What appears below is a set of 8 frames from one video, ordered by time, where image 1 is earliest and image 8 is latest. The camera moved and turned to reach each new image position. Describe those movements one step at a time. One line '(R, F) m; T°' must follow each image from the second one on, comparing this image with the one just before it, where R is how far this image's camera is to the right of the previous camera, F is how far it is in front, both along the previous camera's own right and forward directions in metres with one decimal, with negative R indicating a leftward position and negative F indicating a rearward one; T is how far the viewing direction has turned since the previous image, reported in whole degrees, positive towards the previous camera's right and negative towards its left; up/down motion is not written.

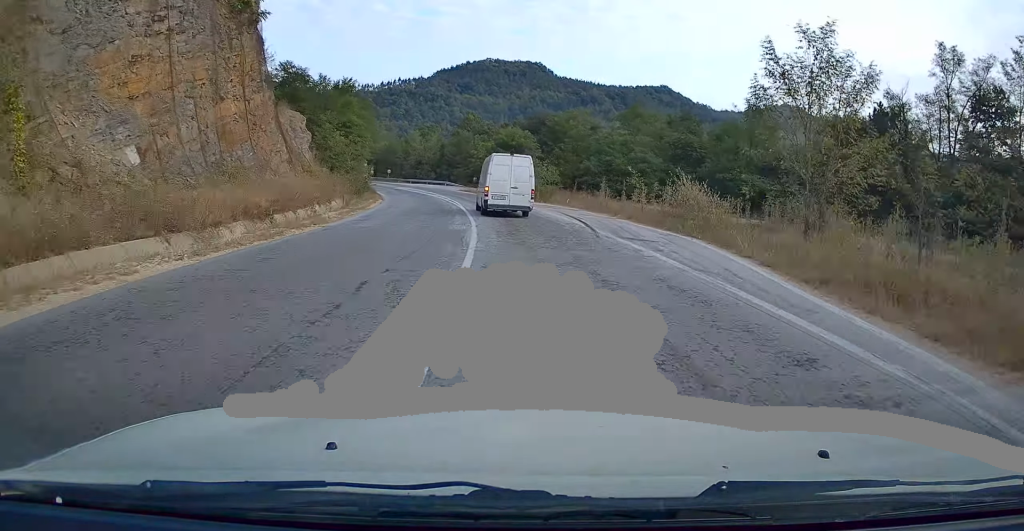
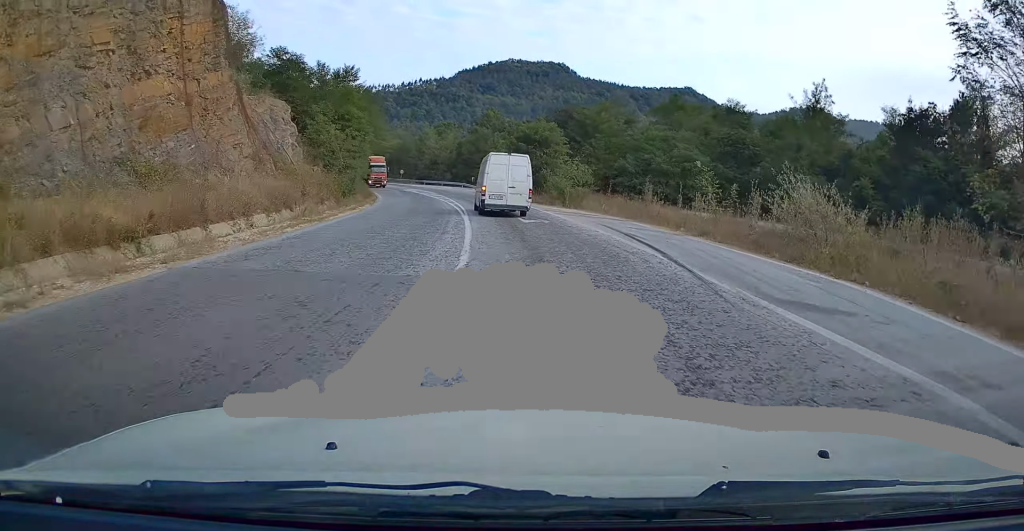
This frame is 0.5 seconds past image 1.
(-0.2, +9.6) m; -3°
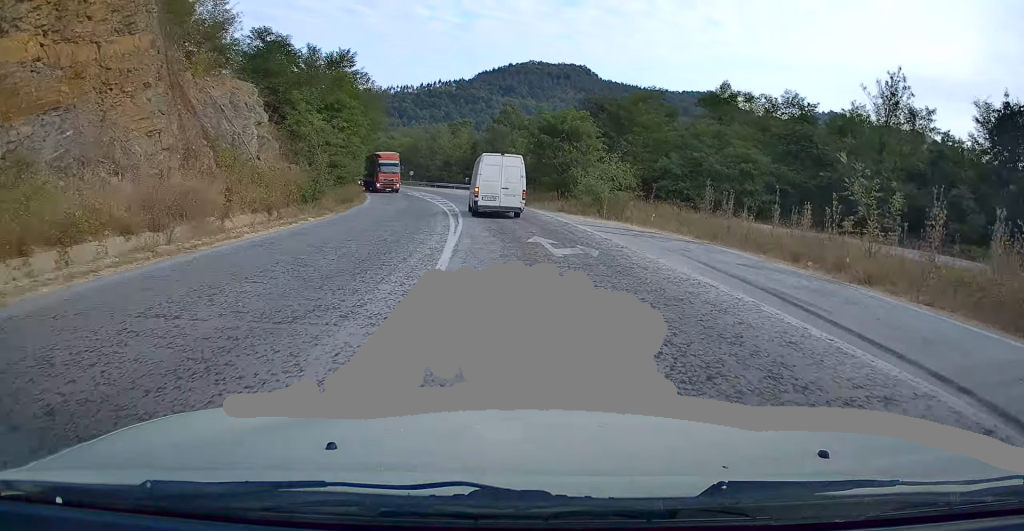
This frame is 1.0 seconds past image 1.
(-0.3, +10.1) m; -2°
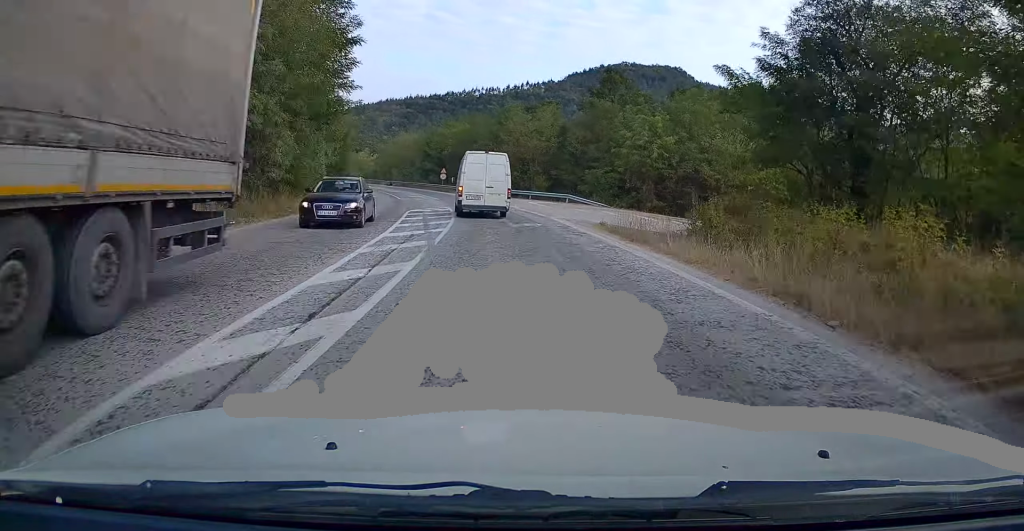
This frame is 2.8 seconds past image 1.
(-1.8, +36.6) m; -6°
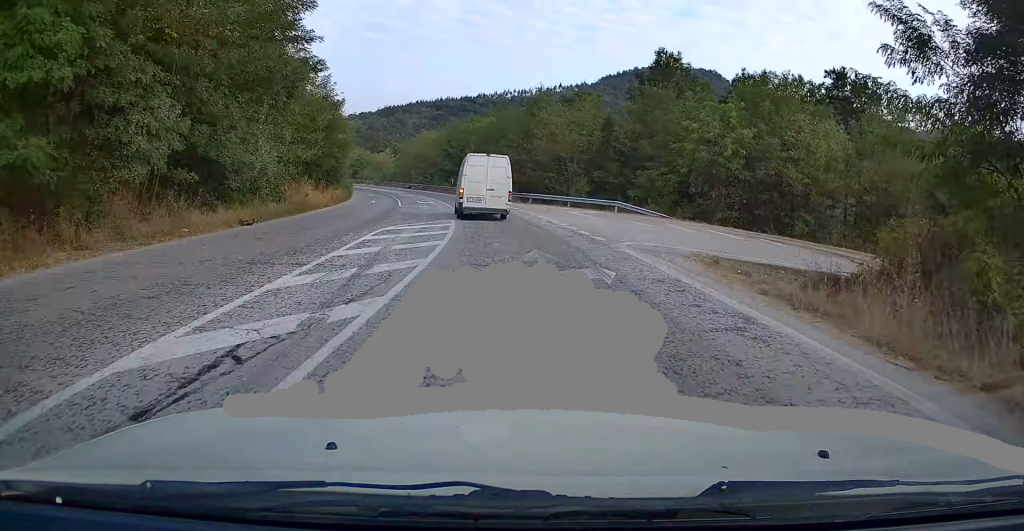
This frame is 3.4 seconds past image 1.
(-0.2, +11.4) m; -3°
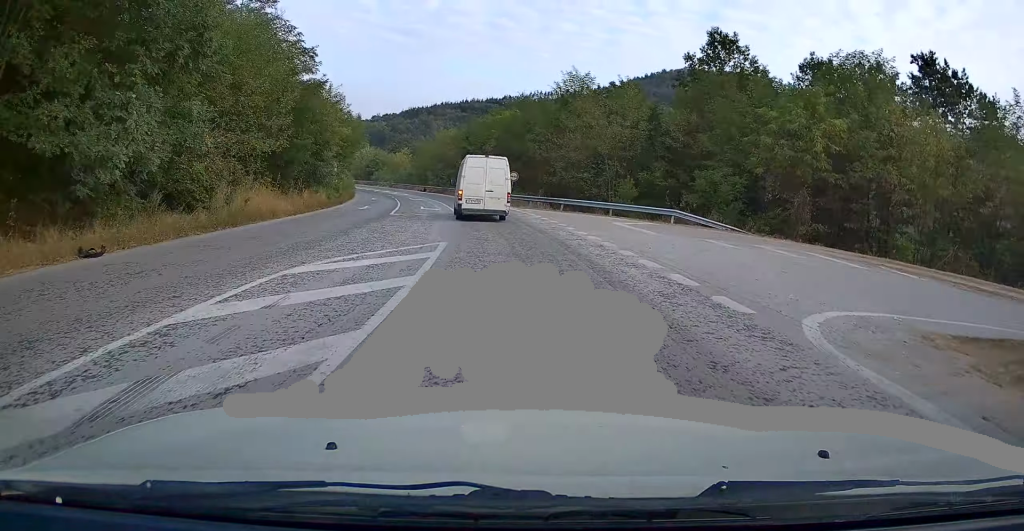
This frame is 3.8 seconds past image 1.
(-0.1, +9.4) m; -2°
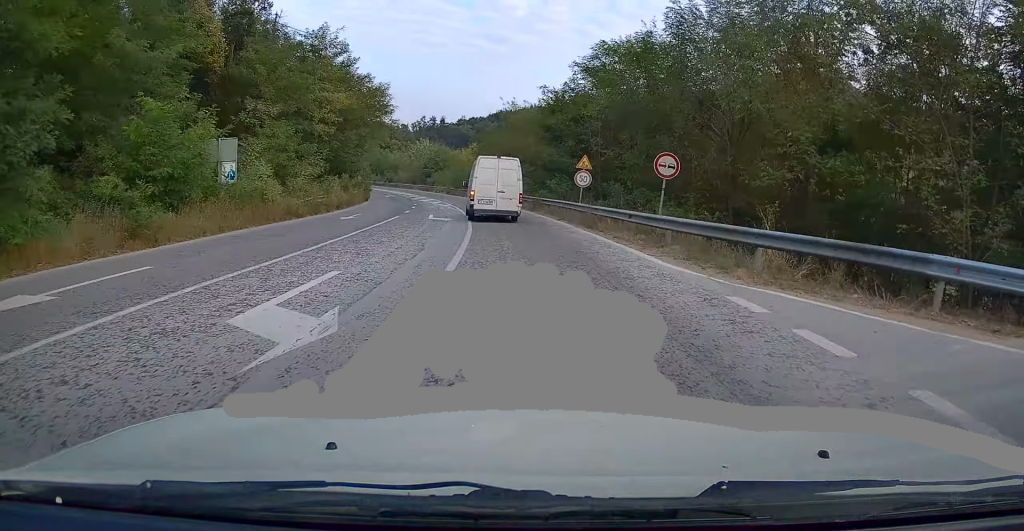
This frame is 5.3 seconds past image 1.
(-2.4, +29.9) m; -8°
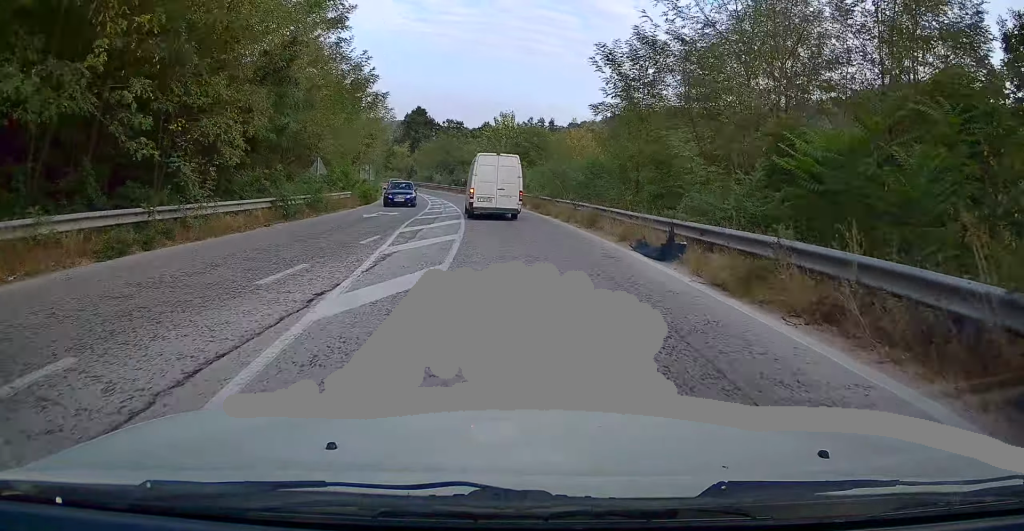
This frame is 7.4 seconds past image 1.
(-3.8, +41.5) m; -9°
